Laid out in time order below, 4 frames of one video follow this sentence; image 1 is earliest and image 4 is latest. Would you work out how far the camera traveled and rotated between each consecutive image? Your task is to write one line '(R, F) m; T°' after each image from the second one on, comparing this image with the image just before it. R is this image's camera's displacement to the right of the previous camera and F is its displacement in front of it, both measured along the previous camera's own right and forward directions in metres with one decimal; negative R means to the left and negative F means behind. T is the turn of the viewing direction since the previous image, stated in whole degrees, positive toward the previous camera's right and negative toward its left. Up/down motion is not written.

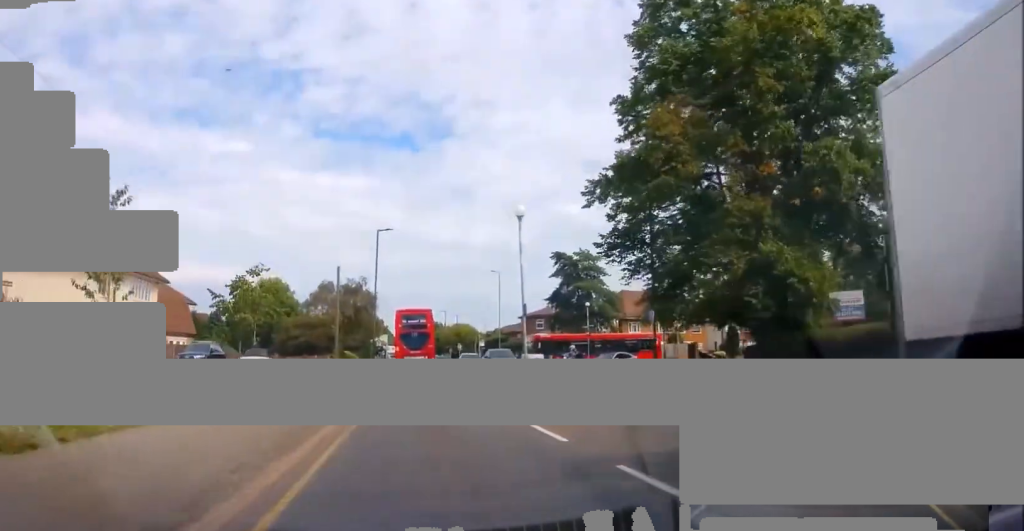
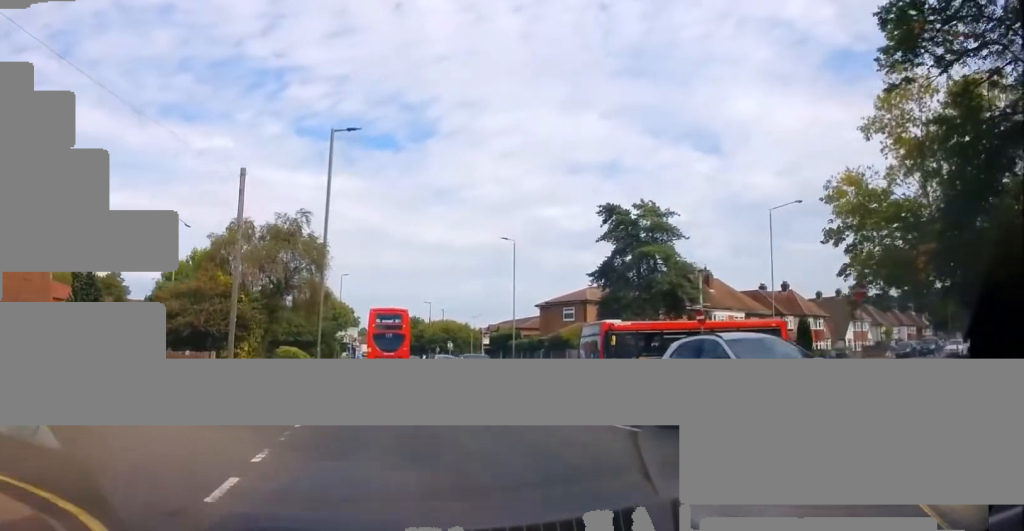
(+0.8, +21.2) m; +2°
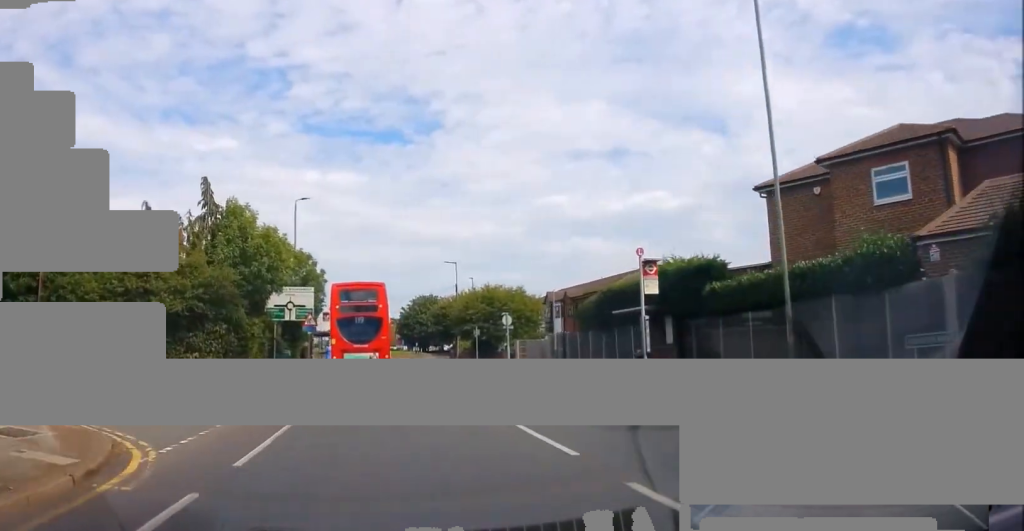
(-0.3, +38.2) m; -1°
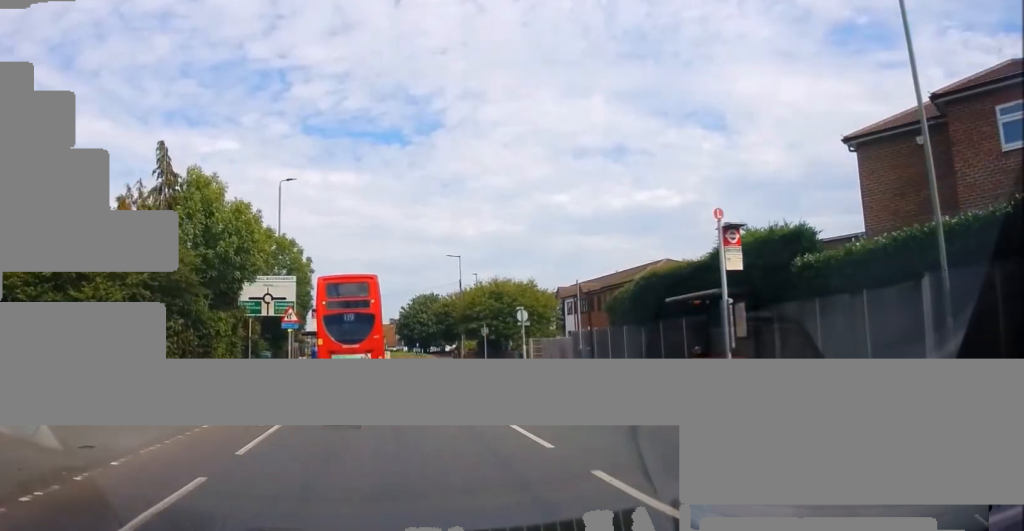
(+0.1, +5.2) m; +1°
